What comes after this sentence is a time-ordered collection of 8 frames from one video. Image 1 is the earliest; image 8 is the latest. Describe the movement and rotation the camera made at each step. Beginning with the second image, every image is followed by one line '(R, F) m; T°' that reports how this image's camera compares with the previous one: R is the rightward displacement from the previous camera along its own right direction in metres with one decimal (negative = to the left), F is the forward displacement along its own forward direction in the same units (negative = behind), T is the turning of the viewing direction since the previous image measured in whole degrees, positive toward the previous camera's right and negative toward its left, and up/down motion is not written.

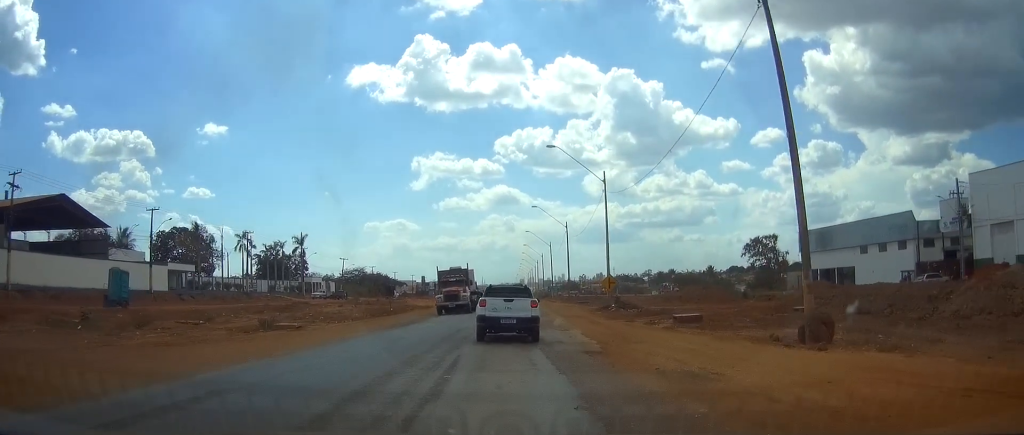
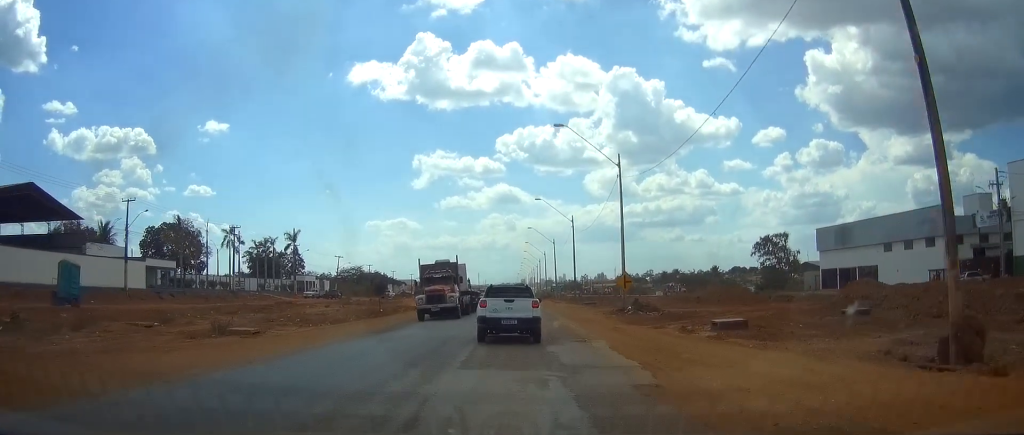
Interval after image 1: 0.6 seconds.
(-0.1, +6.6) m; 0°
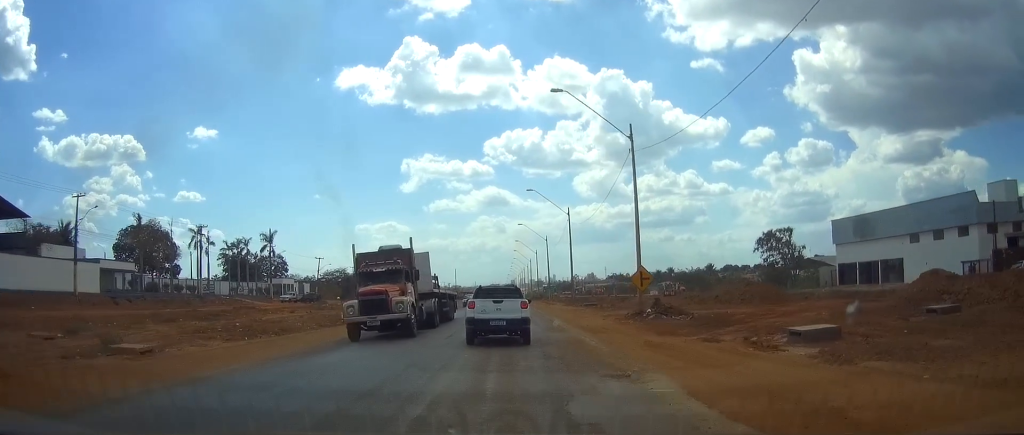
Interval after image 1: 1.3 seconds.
(+0.2, +8.7) m; +1°
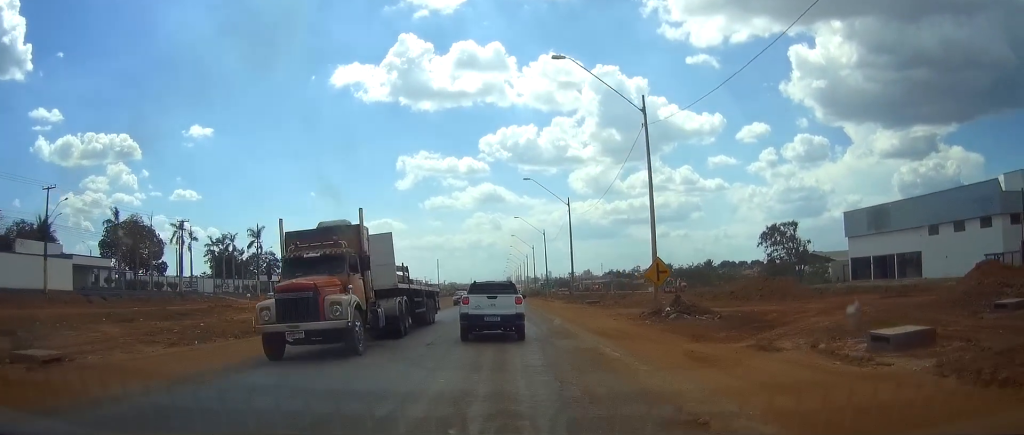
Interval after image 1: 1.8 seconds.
(0.0, +5.0) m; +1°
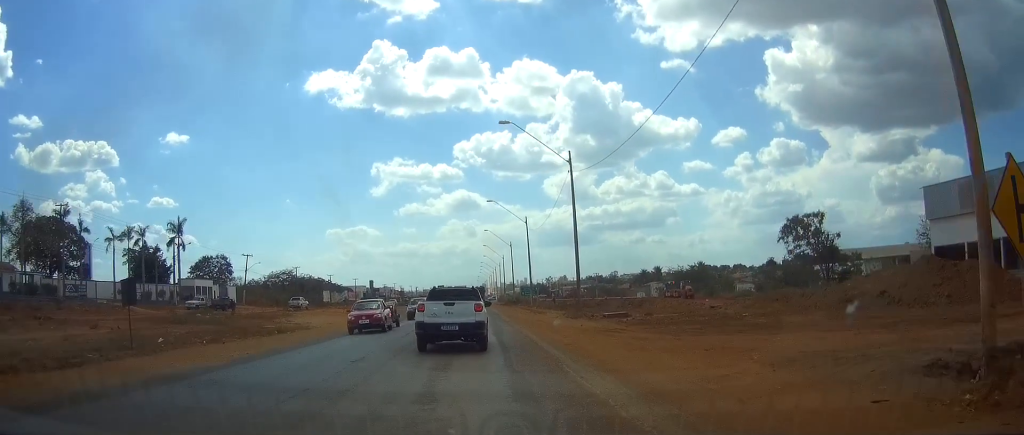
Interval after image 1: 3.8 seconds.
(+0.2, +23.8) m; +1°
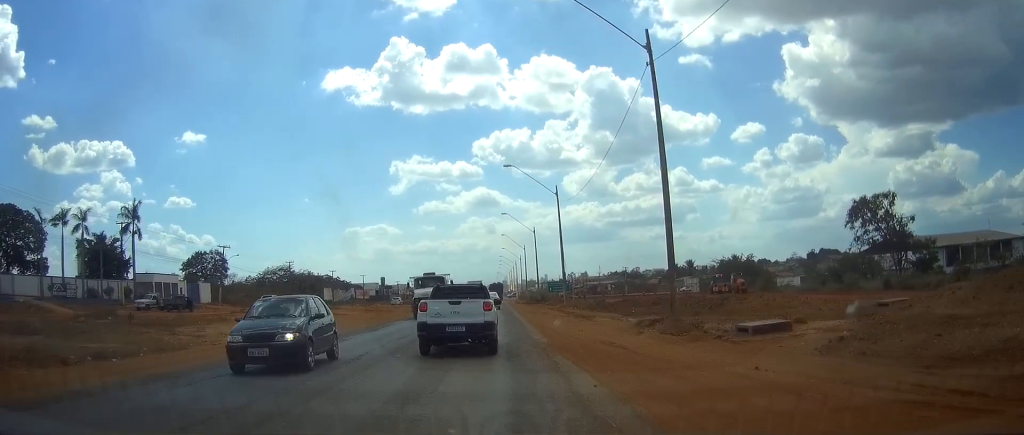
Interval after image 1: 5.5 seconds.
(-0.2, +19.8) m; -1°
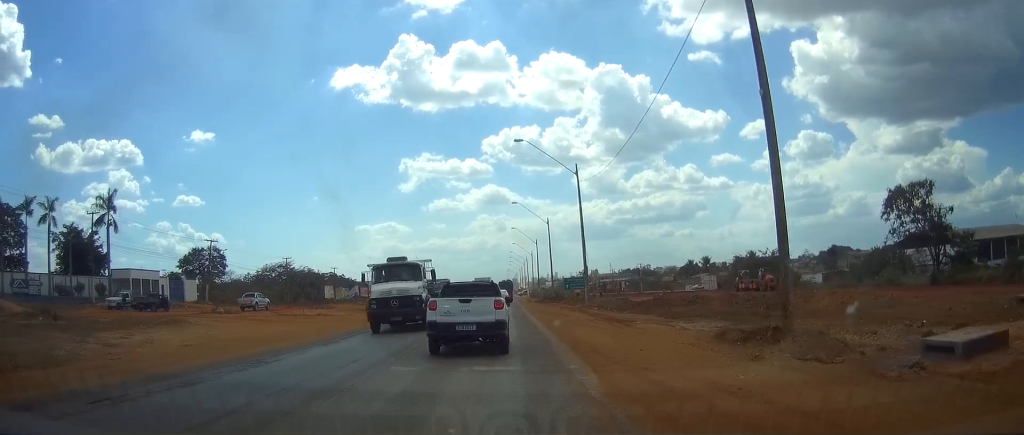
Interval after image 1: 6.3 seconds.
(-0.1, +8.8) m; -1°
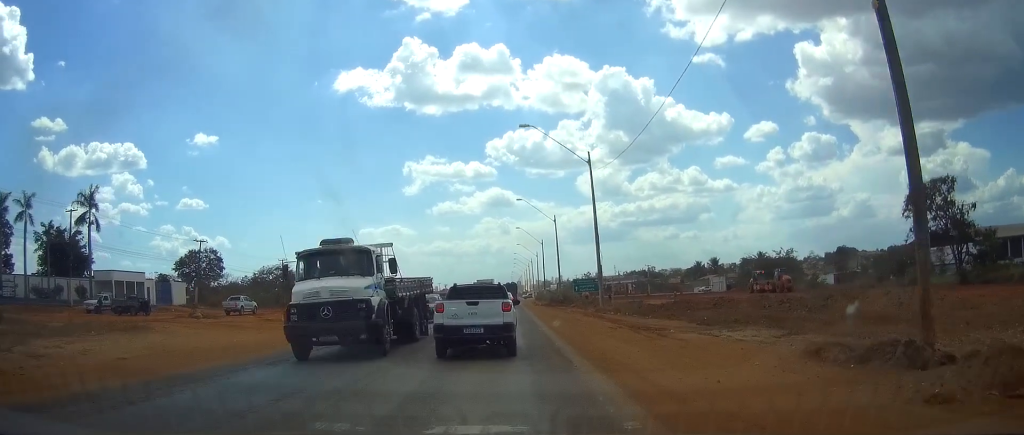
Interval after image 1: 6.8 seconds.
(0.0, +5.4) m; 0°
